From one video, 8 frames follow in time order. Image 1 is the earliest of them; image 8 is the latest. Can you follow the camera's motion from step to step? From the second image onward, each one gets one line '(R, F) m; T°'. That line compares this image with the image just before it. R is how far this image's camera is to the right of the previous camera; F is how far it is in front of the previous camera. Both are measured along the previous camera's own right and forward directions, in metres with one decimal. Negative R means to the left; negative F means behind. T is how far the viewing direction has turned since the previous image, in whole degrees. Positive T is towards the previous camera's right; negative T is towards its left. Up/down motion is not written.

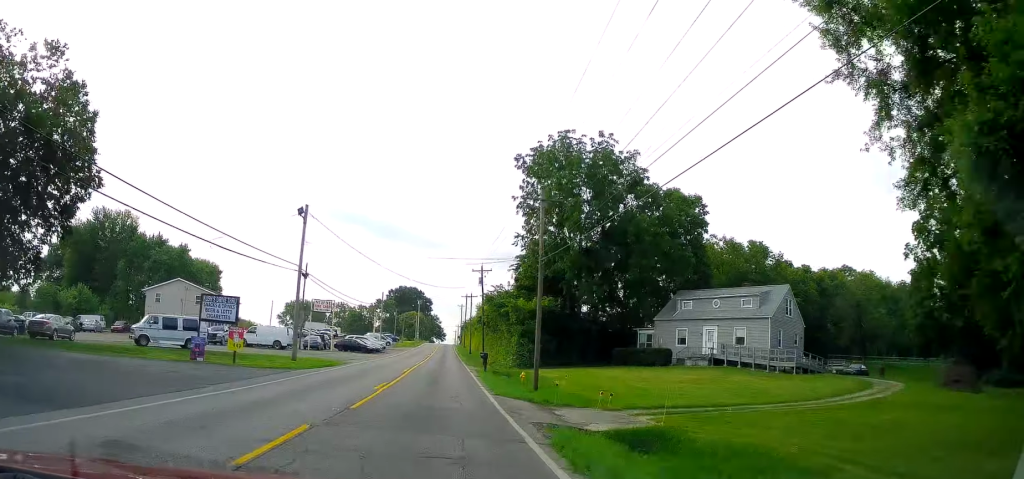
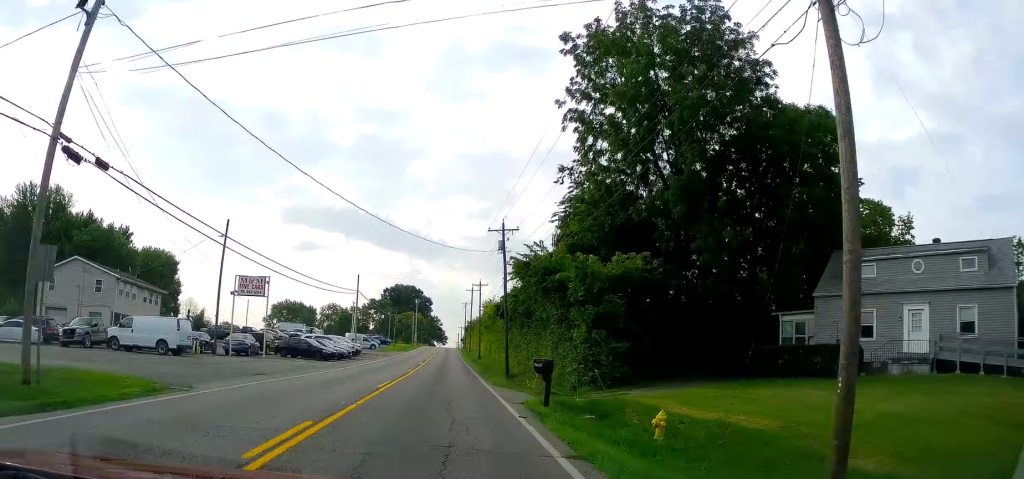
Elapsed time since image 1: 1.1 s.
(+0.1, +25.0) m; -1°
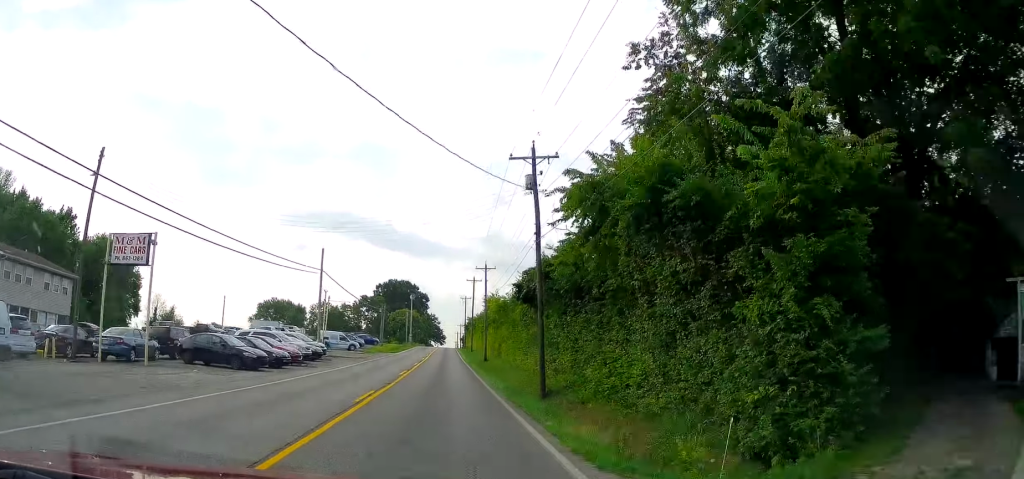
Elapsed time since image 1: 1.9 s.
(-0.3, +16.9) m; -1°
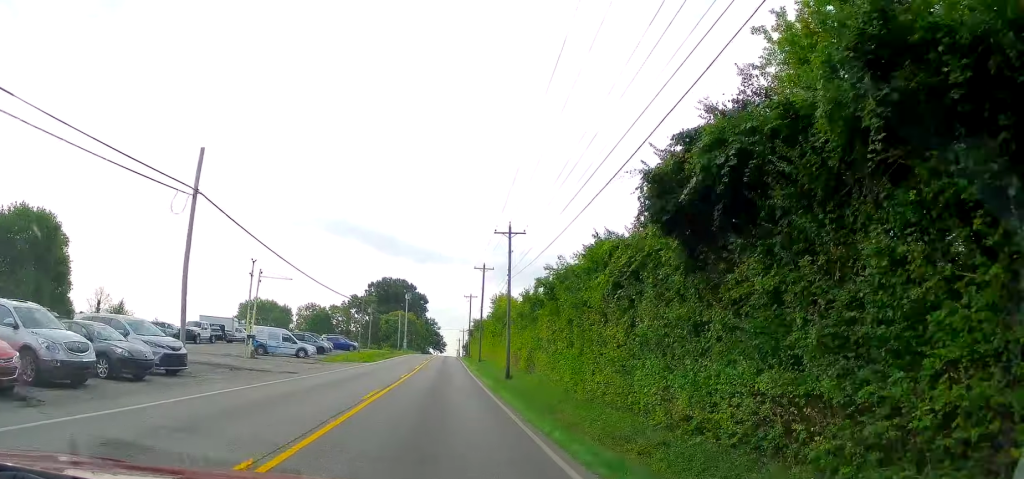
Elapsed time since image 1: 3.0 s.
(-0.1, +24.2) m; +1°
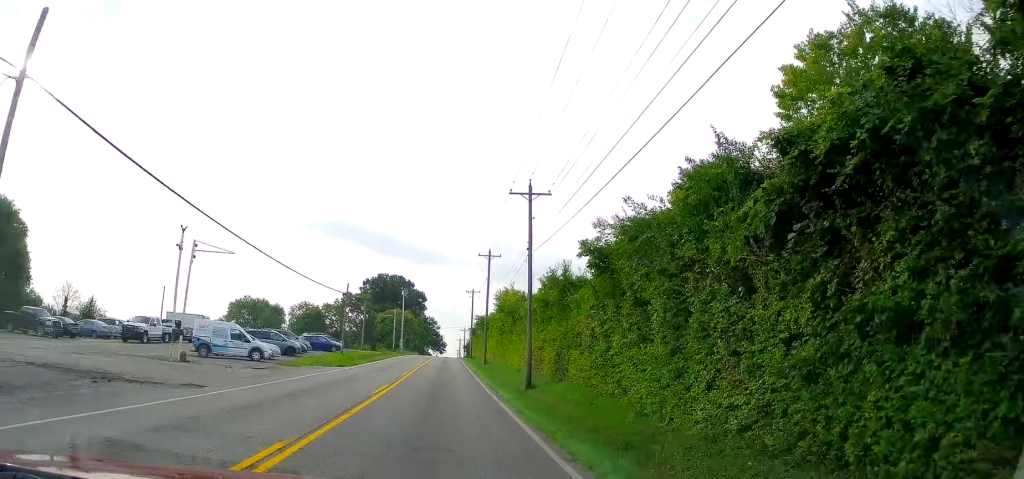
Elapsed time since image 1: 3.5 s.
(+0.1, +10.9) m; +1°
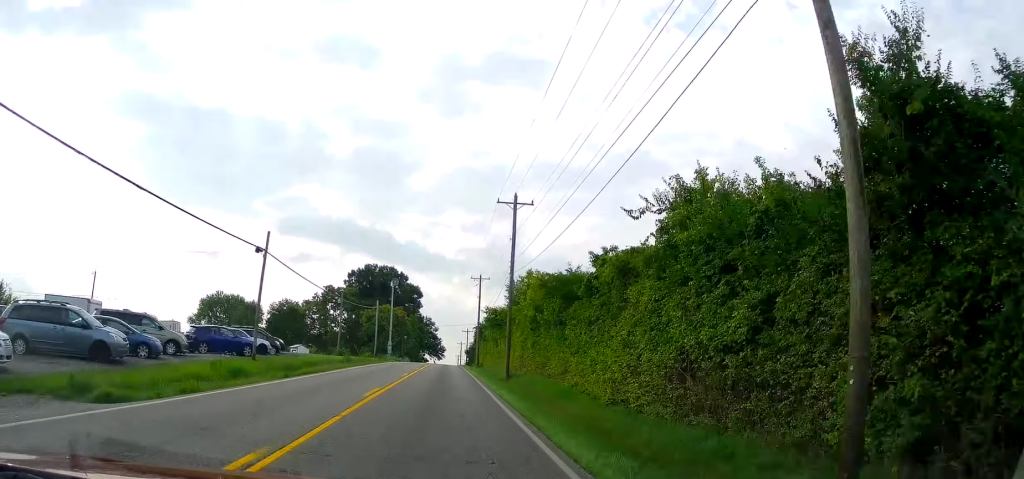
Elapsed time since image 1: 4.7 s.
(+0.2, +25.6) m; 0°
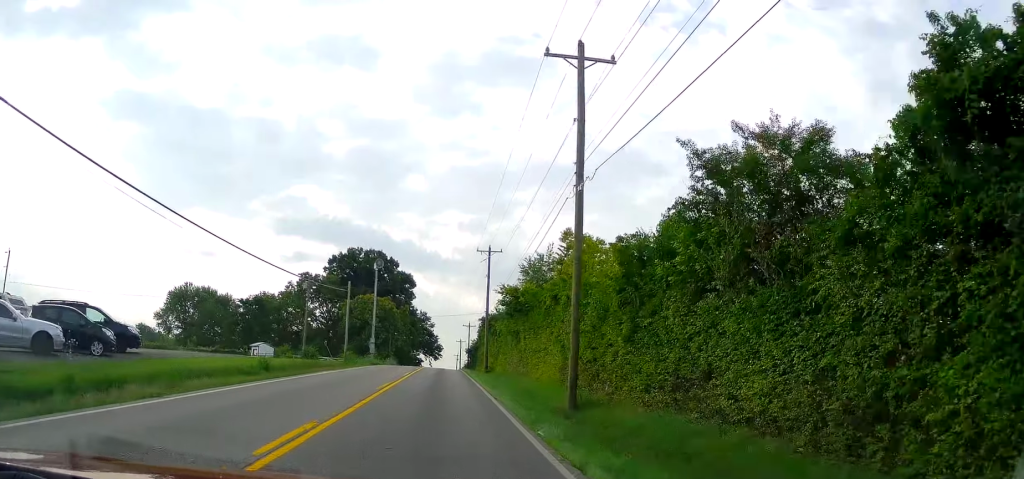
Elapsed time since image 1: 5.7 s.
(-0.2, +21.8) m; 0°
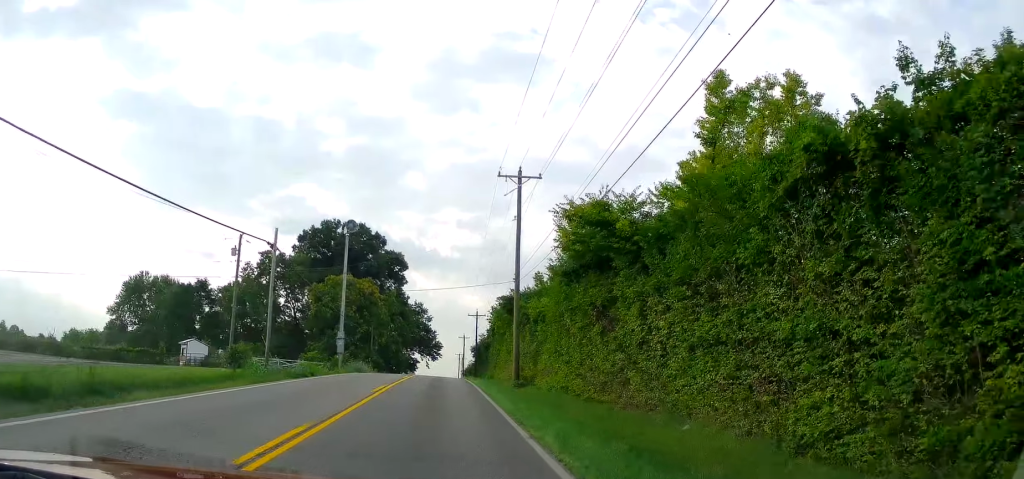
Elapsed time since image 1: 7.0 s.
(+0.1, +25.5) m; 0°
